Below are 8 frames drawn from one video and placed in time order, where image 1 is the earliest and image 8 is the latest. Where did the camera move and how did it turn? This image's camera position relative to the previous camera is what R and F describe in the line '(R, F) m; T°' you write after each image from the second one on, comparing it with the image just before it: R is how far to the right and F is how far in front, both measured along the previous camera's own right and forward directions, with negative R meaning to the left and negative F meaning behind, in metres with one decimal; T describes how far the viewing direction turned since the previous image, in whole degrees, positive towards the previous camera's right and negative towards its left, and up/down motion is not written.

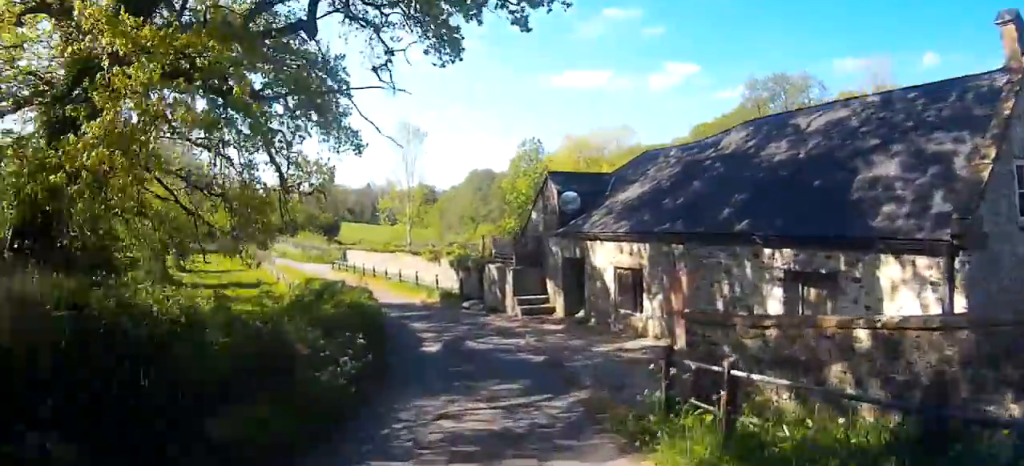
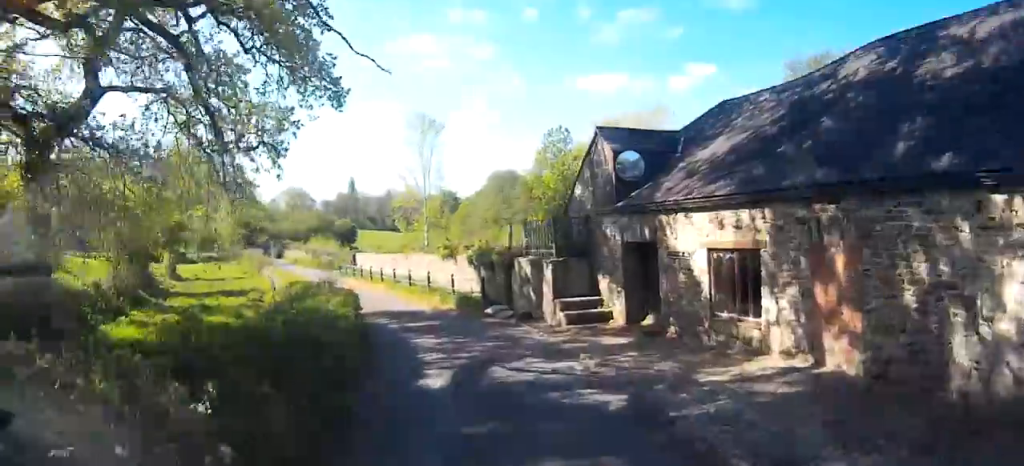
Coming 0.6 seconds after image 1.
(-0.1, +5.2) m; -6°
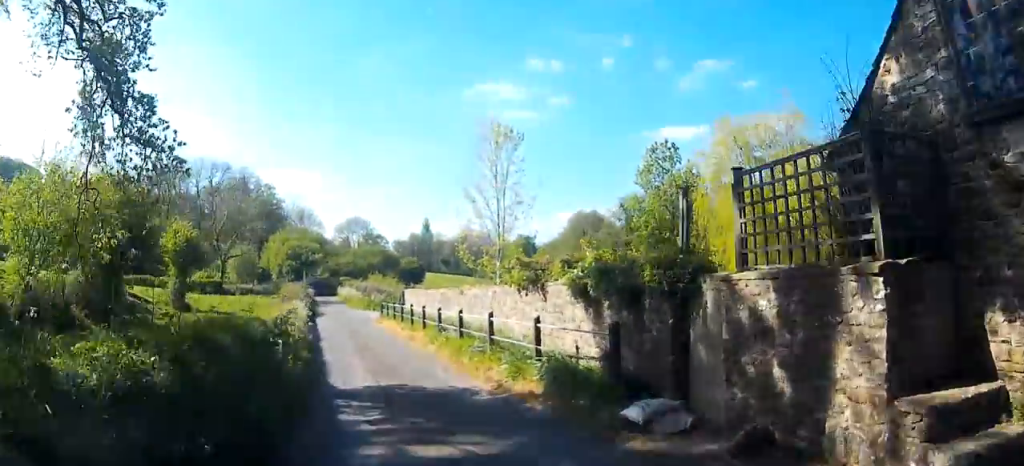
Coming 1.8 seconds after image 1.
(-1.1, +10.6) m; -9°
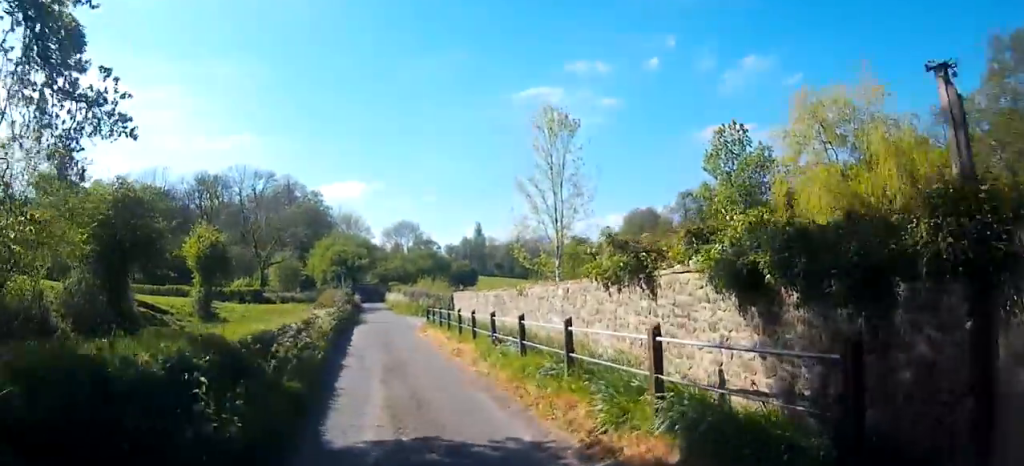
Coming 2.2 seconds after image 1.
(-0.1, +4.1) m; -3°
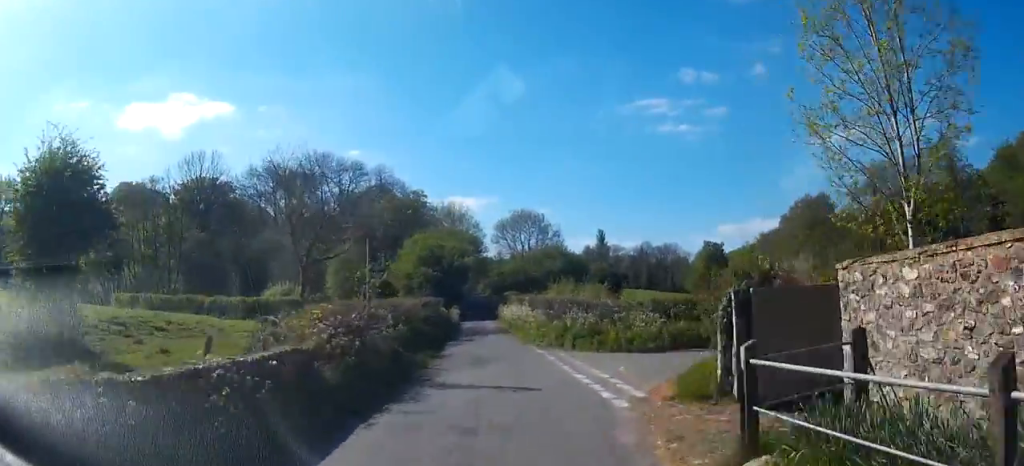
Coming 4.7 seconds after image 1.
(-1.6, +24.2) m; -4°
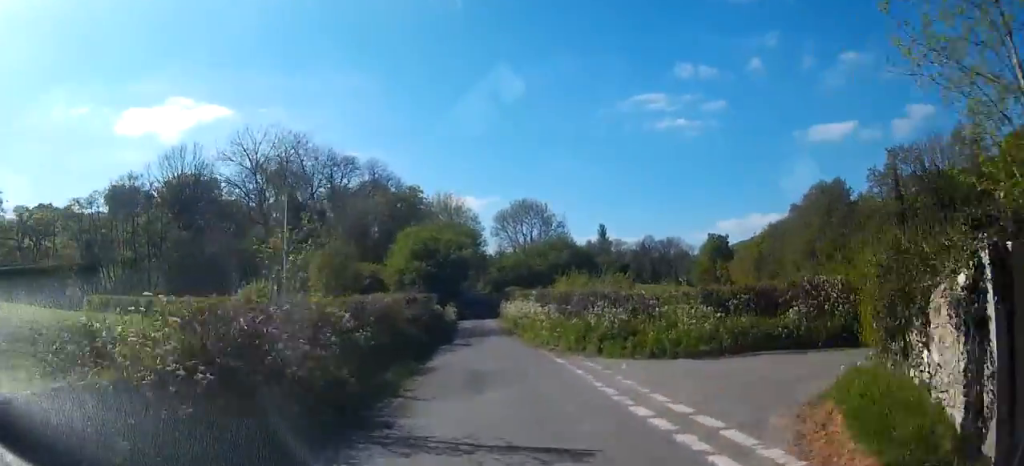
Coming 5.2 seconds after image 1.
(-0.1, +5.2) m; -1°
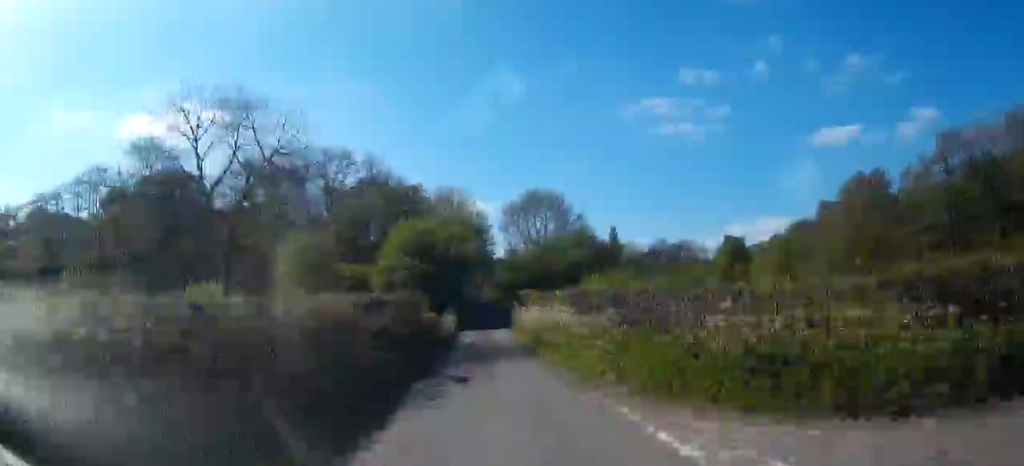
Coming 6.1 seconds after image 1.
(-0.1, +9.0) m; -2°
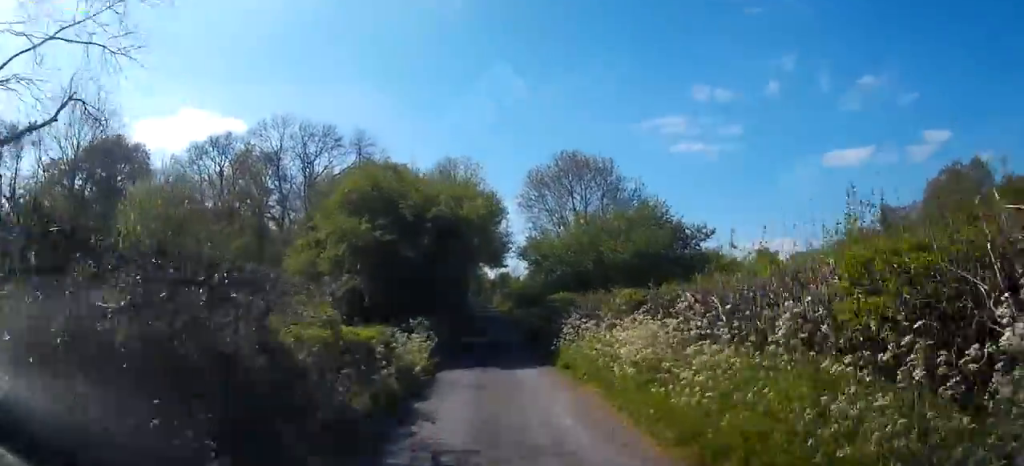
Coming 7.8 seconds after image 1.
(-0.8, +18.2) m; -2°
